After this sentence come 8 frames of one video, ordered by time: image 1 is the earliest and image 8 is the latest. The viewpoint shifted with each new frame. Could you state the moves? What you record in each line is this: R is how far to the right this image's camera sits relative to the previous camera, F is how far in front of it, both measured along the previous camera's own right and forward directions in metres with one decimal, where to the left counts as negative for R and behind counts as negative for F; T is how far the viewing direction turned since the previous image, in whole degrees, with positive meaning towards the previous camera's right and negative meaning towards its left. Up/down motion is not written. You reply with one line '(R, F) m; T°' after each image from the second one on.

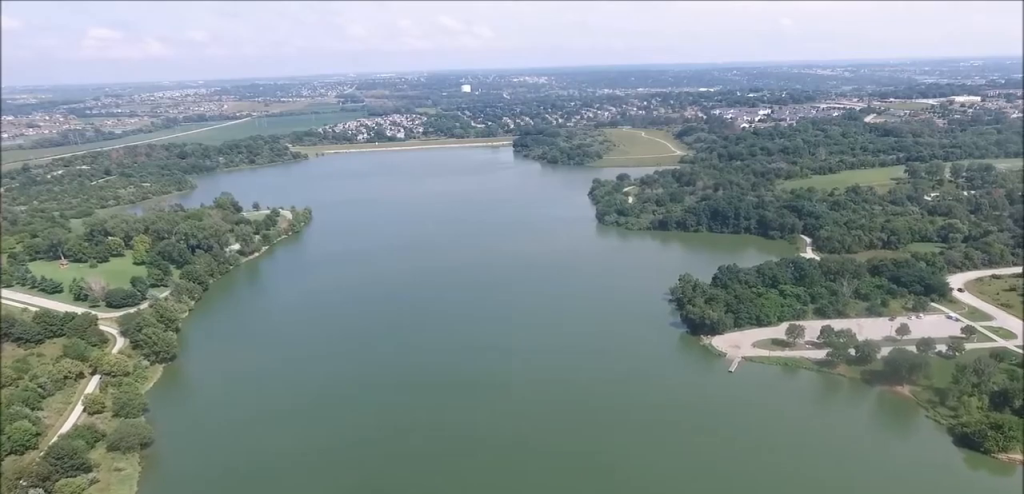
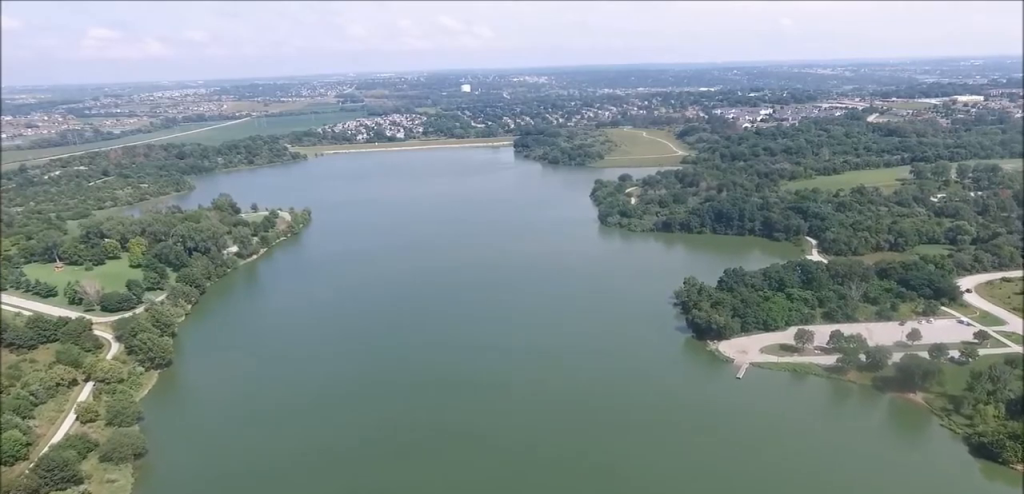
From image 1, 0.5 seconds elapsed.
(0.0, +6.3) m; 0°
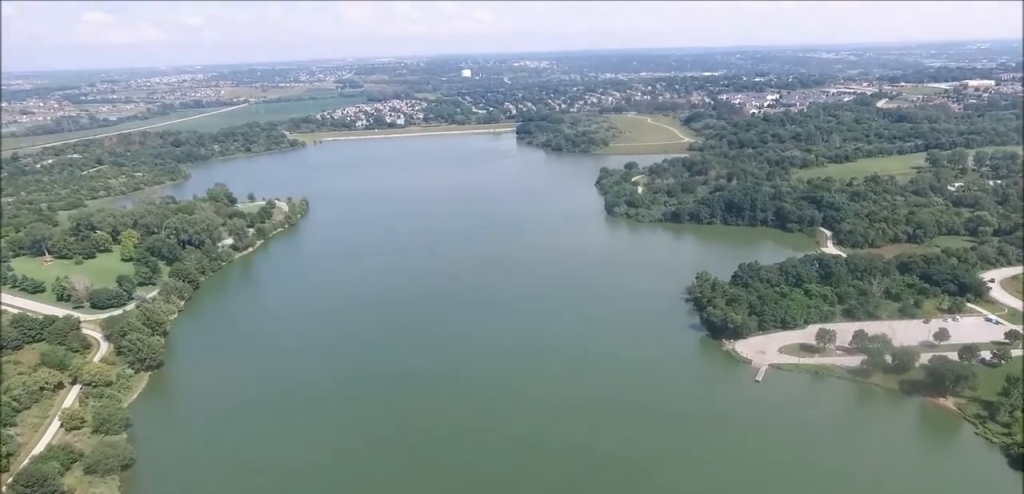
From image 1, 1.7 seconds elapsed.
(+0.1, +14.7) m; 0°
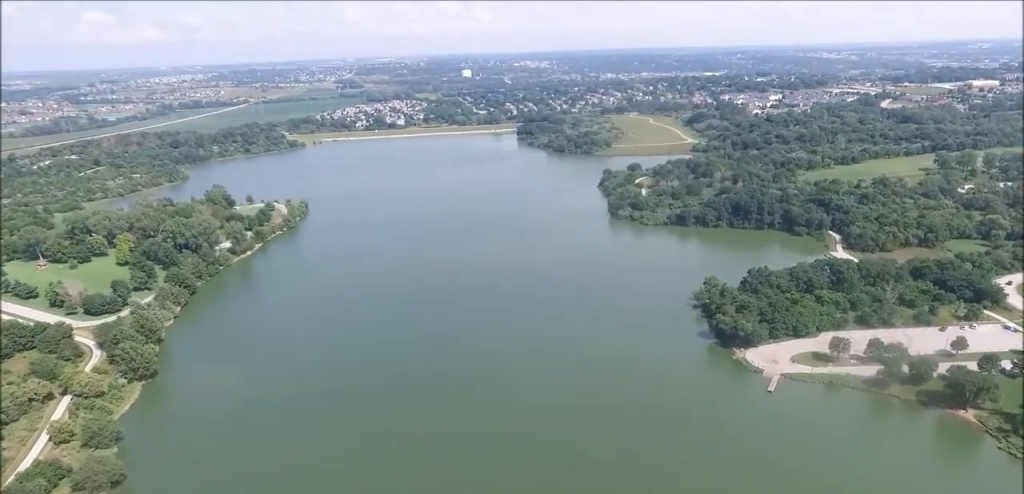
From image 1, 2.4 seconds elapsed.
(0.0, +8.9) m; 0°
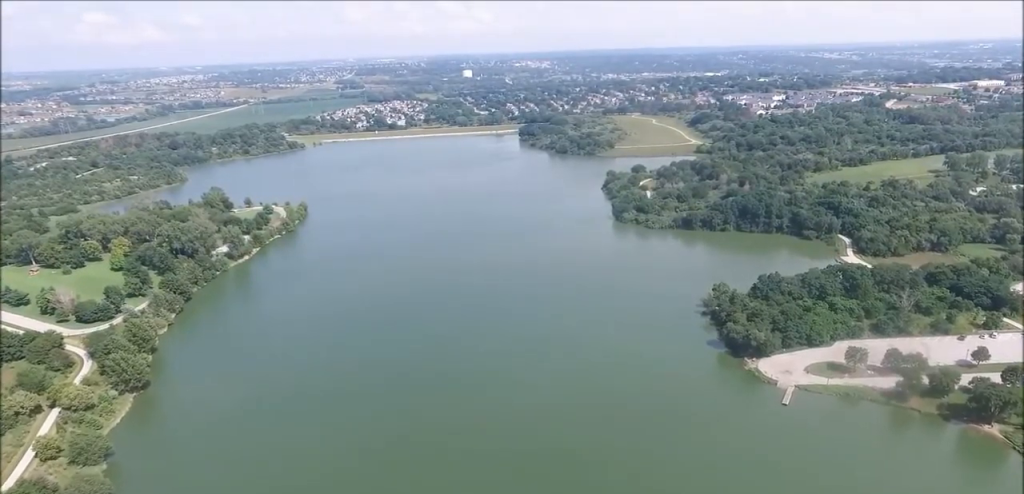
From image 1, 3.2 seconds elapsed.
(-0.1, +9.0) m; -2°
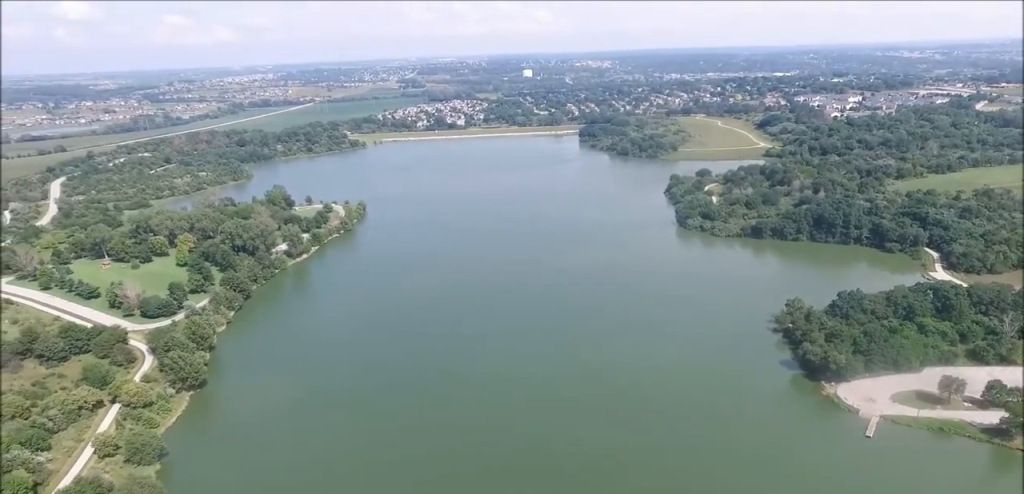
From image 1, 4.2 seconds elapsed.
(-0.4, +11.2) m; -5°
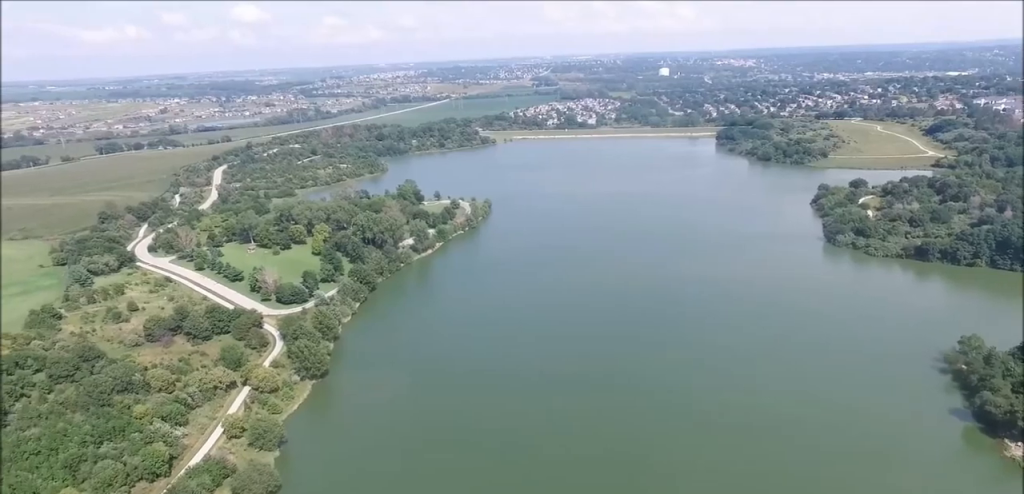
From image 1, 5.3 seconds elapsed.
(-0.7, +13.6) m; -5°
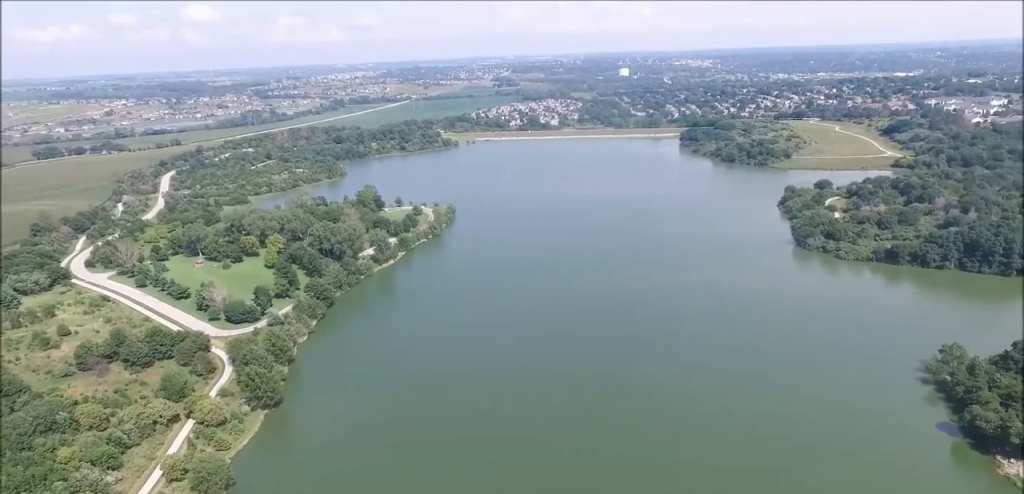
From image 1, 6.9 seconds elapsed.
(-0.1, +17.7) m; +4°
